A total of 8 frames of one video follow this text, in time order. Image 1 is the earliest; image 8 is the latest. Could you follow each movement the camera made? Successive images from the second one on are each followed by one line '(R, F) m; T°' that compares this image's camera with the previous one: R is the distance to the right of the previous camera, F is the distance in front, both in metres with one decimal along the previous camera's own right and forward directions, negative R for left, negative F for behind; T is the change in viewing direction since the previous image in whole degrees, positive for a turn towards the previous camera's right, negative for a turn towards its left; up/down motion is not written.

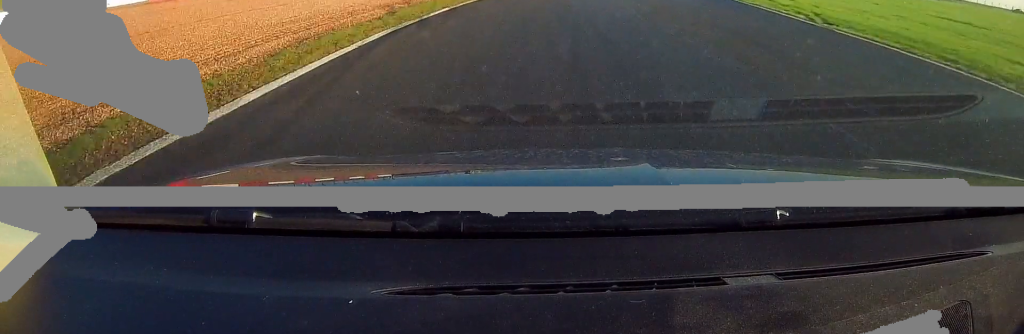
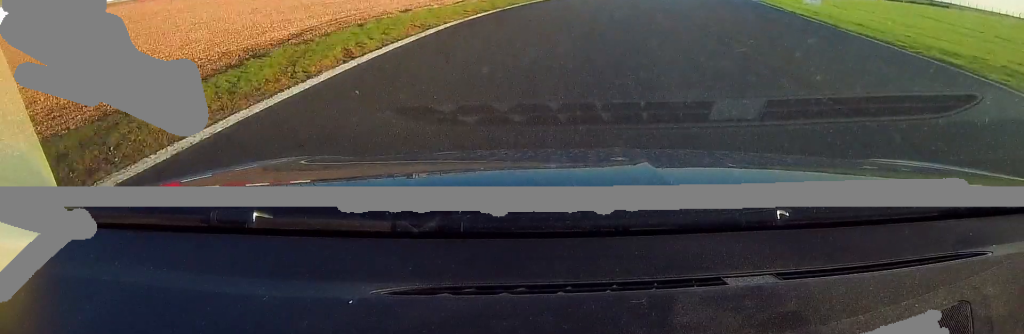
(+0.6, +20.7) m; +4°
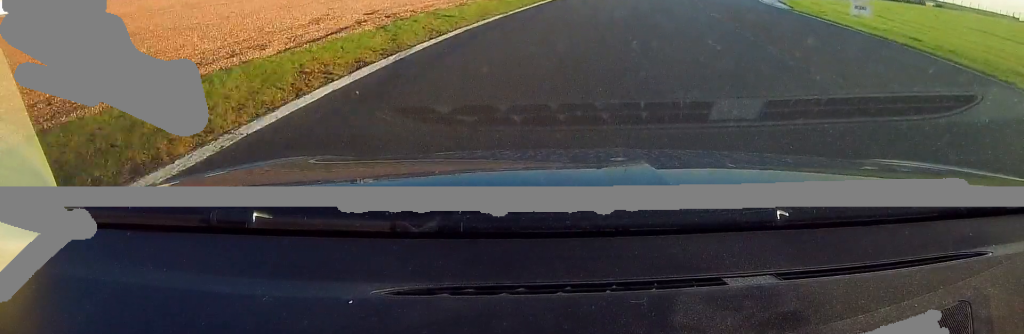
(+0.2, +10.6) m; +3°
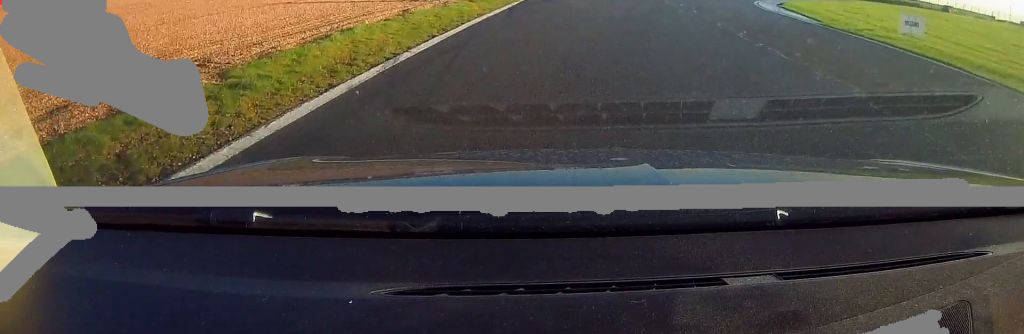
(0.0, +8.6) m; +4°
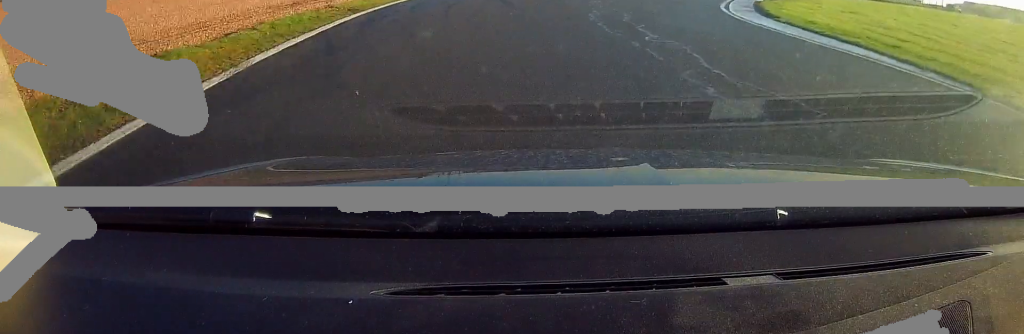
(+1.1, +14.5) m; +9°
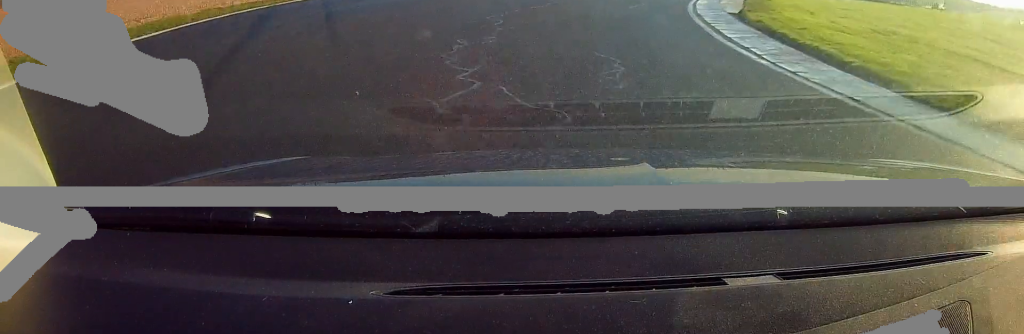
(+1.0, +13.5) m; +10°
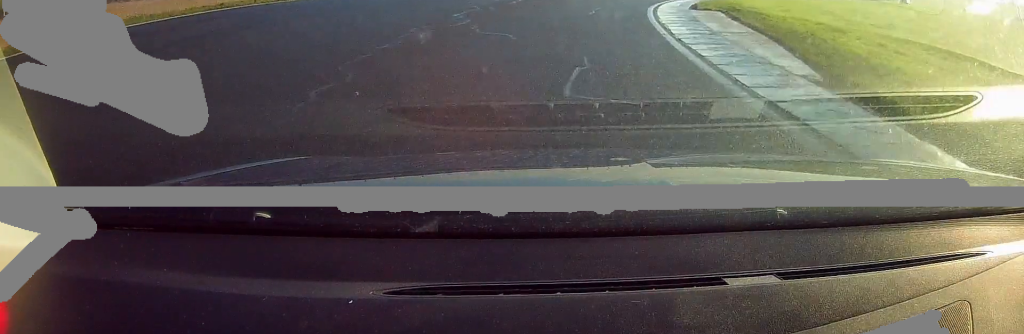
(+1.4, +13.6) m; +11°
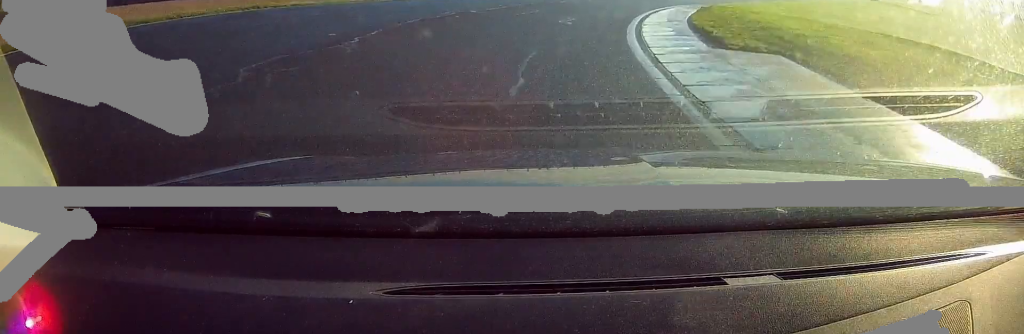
(+0.9, +11.3) m; +9°
